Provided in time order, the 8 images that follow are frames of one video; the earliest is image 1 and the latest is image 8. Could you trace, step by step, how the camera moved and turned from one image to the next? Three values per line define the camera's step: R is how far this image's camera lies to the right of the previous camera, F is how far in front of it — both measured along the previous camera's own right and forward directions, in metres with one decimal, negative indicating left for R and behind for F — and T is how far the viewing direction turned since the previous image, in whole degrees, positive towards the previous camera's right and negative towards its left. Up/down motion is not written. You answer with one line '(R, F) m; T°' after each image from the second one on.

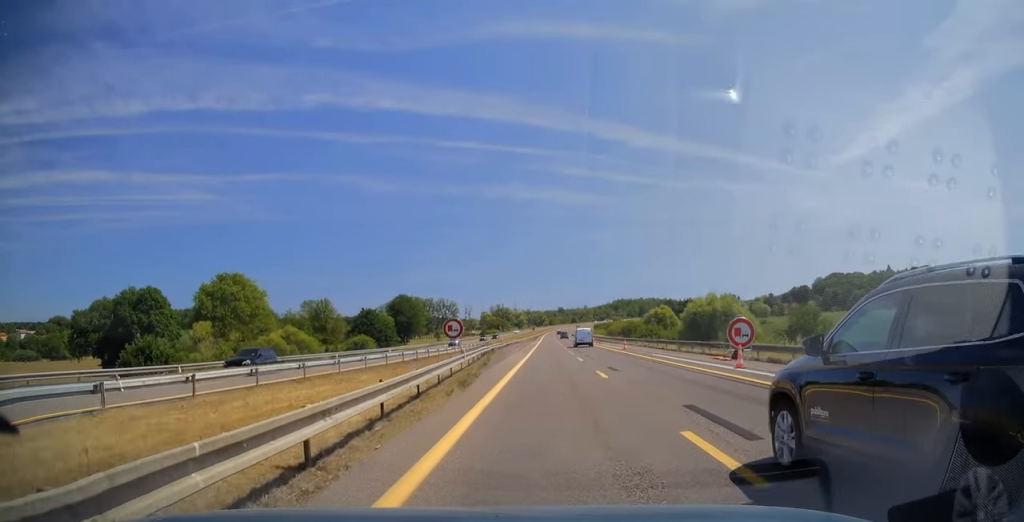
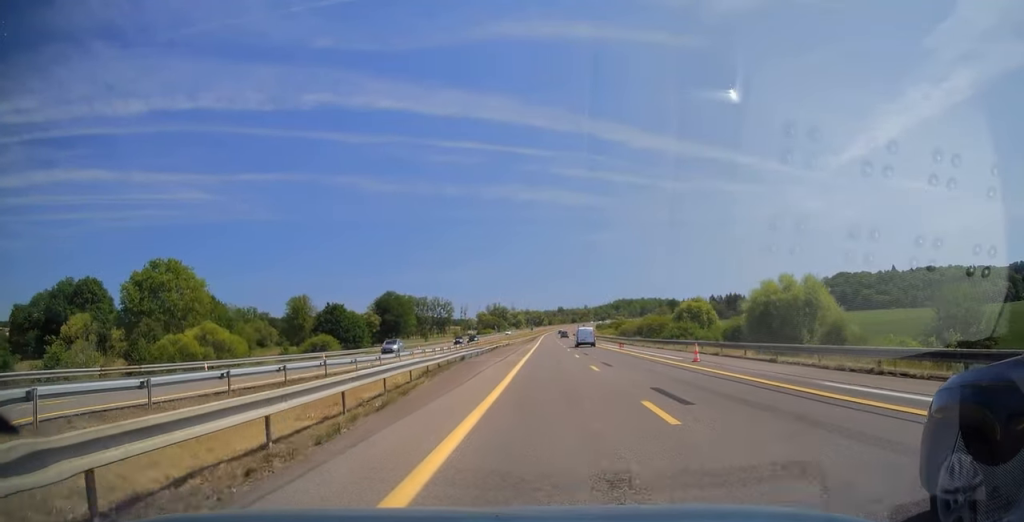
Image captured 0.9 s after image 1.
(-0.1, +22.3) m; -1°
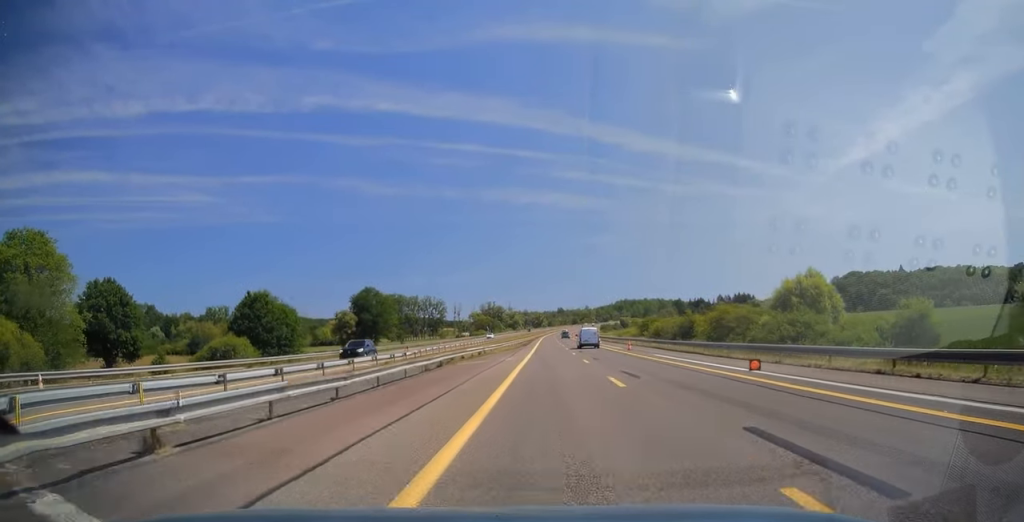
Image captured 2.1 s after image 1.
(-0.1, +32.8) m; 0°
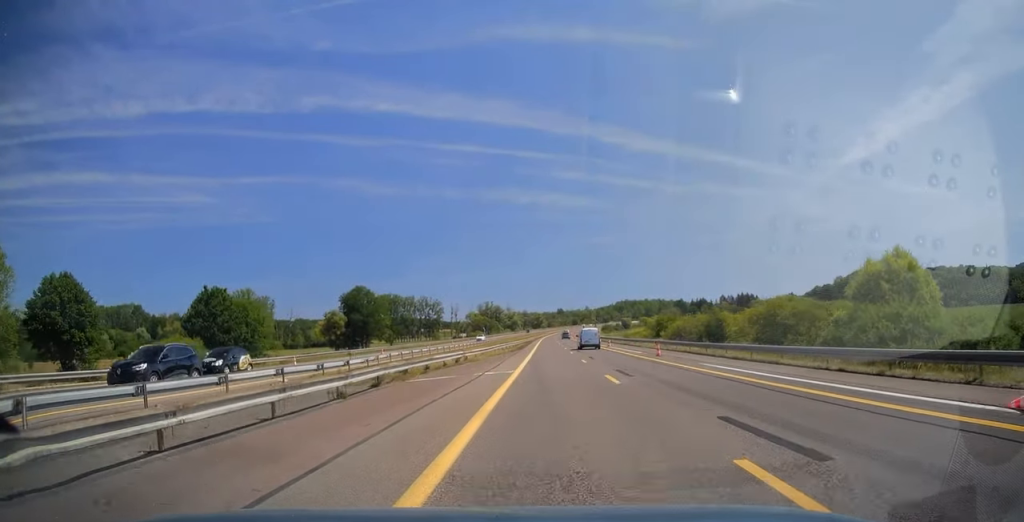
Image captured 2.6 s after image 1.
(+0.1, +11.8) m; 0°
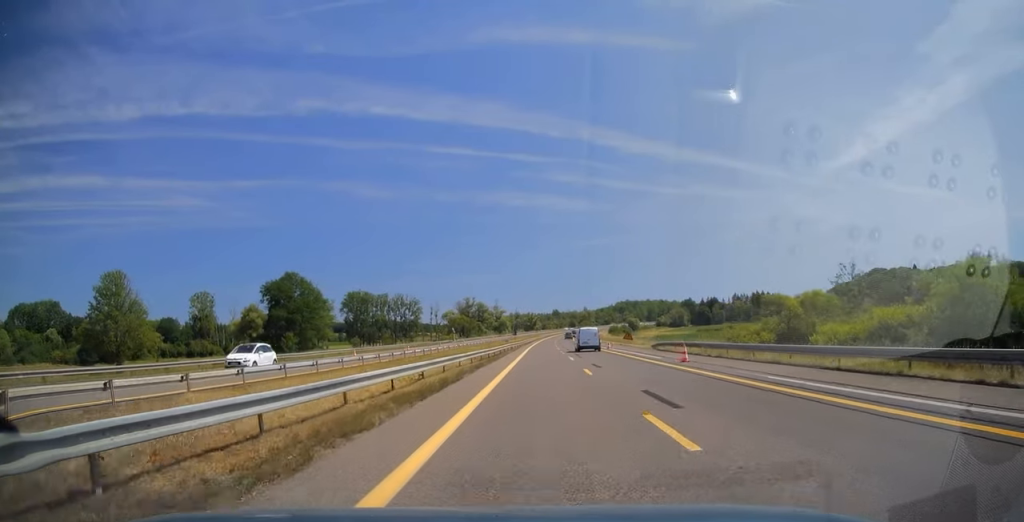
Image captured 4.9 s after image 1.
(+0.1, +61.5) m; 0°
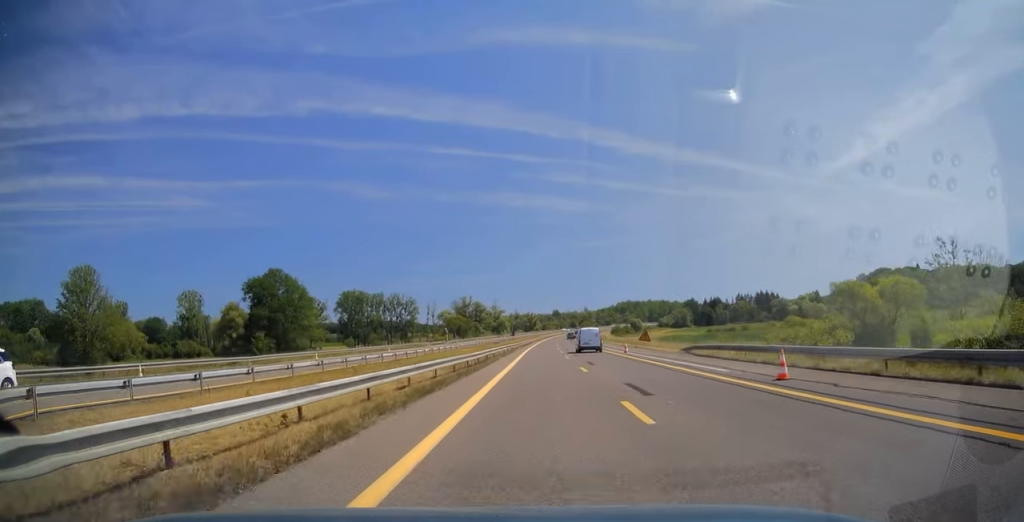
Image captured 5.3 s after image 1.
(-0.1, +10.9) m; 0°
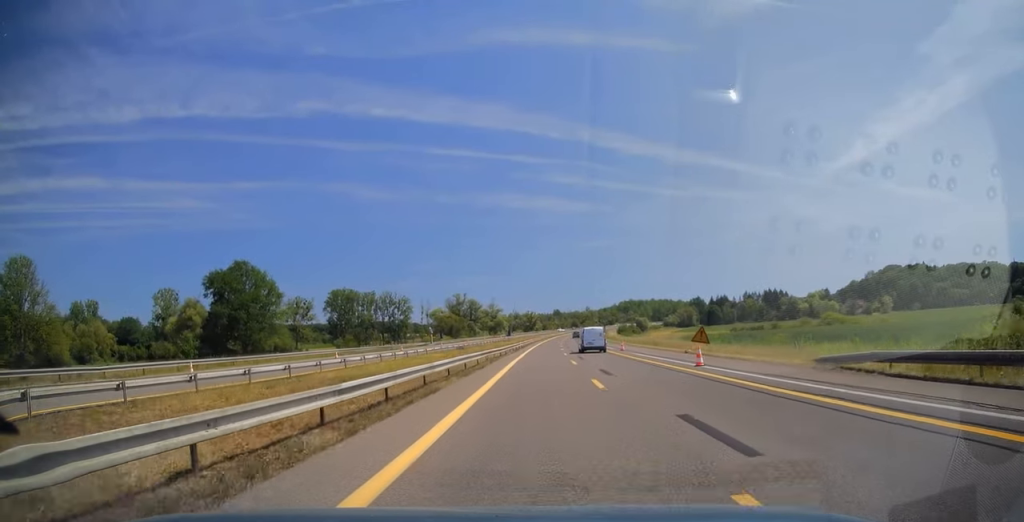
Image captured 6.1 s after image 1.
(+0.1, +20.0) m; 0°
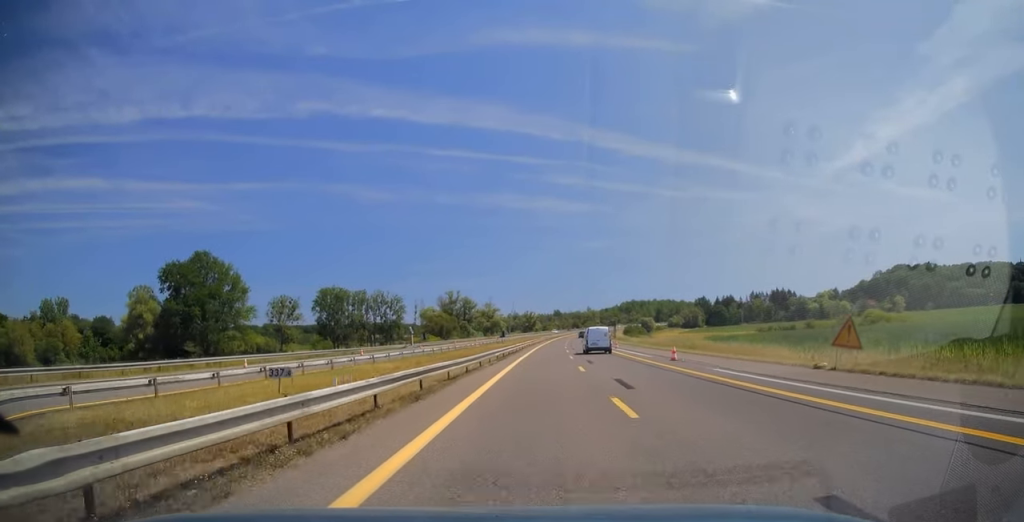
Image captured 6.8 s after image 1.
(+0.2, +18.2) m; 0°
